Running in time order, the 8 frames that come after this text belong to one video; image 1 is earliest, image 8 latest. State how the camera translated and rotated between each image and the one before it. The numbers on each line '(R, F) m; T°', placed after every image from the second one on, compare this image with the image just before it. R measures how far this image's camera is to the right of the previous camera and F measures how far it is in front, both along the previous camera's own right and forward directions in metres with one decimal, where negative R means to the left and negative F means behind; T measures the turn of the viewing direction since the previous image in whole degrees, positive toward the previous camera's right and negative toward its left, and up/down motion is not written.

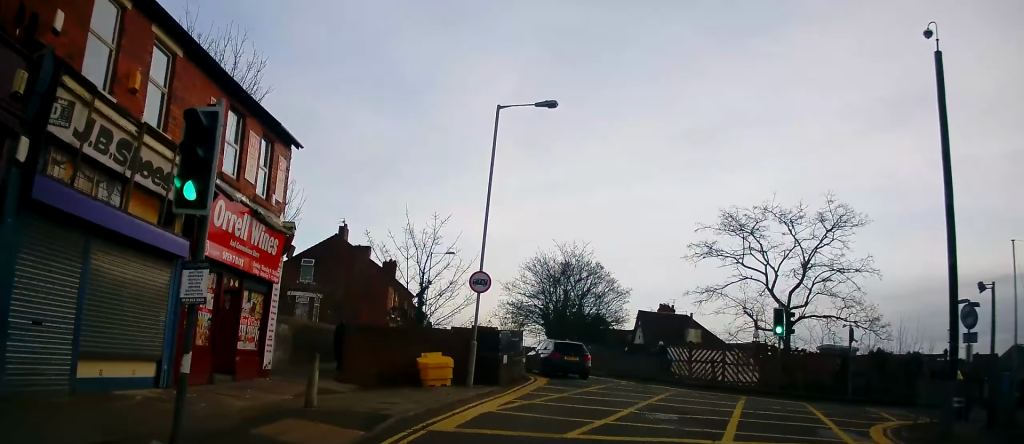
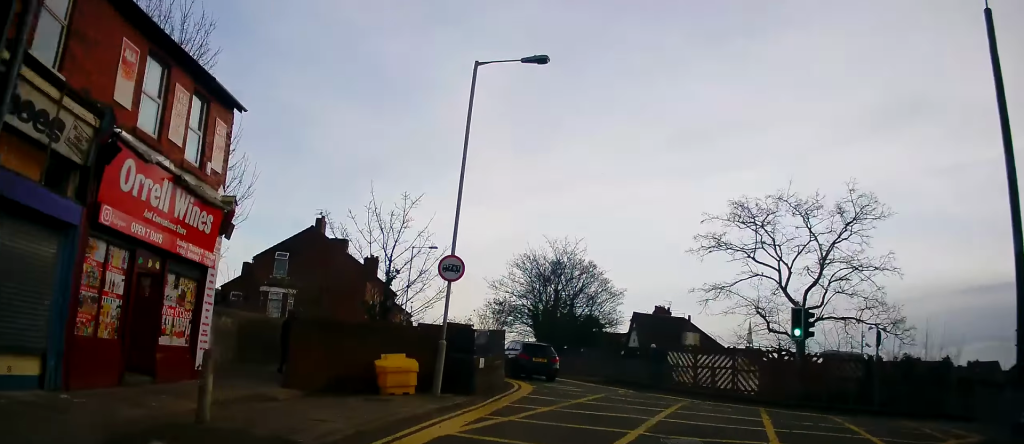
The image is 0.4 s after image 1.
(+0.2, +2.9) m; +2°
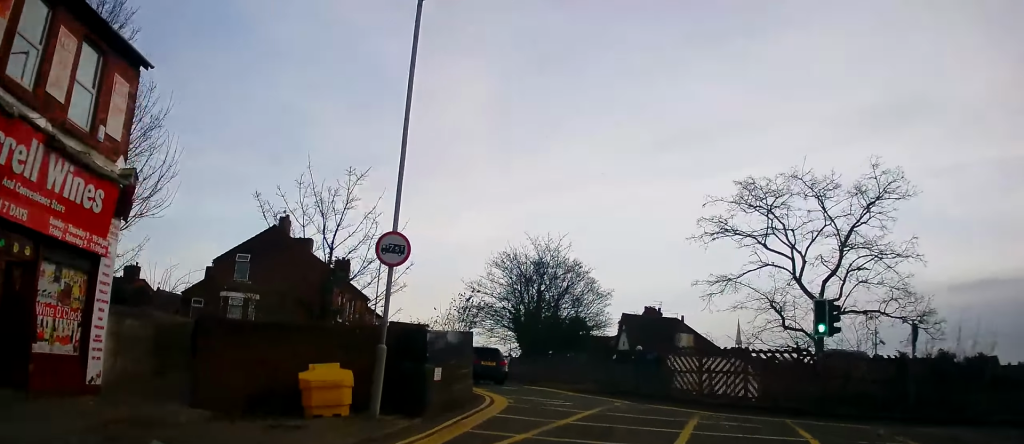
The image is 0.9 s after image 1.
(+0.2, +3.3) m; +2°
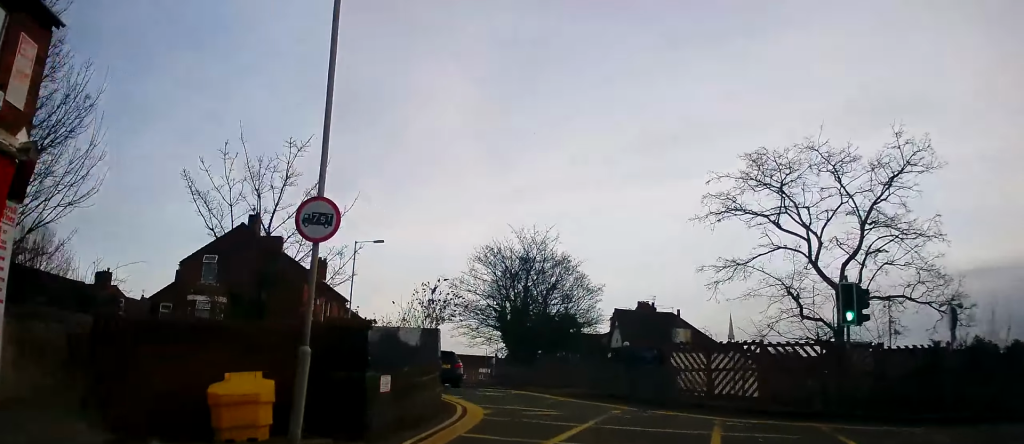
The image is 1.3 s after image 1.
(0.0, +2.6) m; 0°
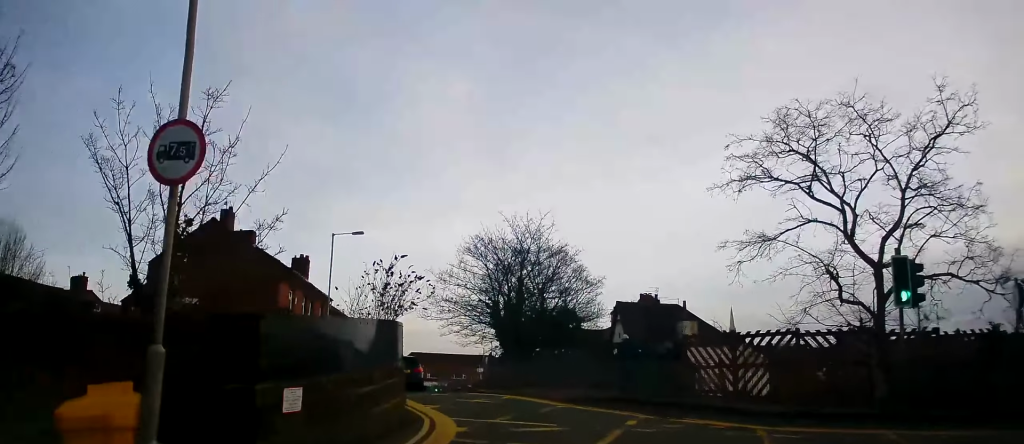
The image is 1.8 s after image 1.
(0.0, +3.0) m; 0°
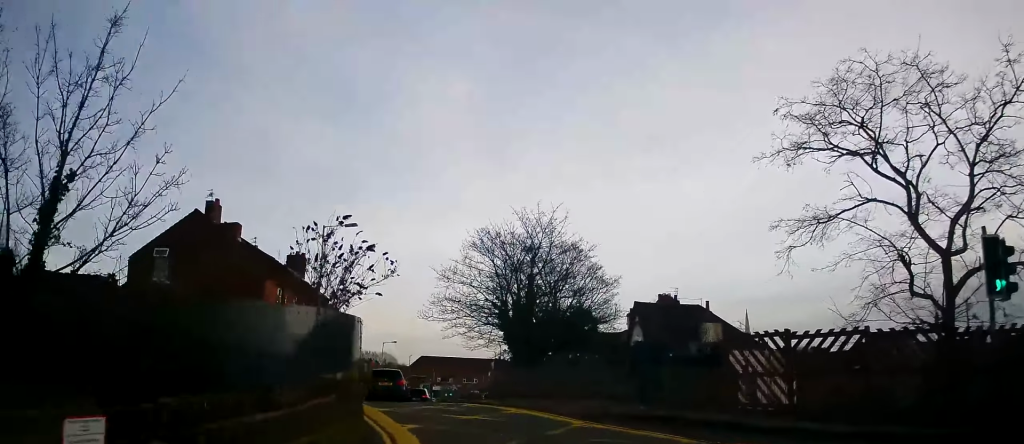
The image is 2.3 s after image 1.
(0.0, +3.0) m; -2°
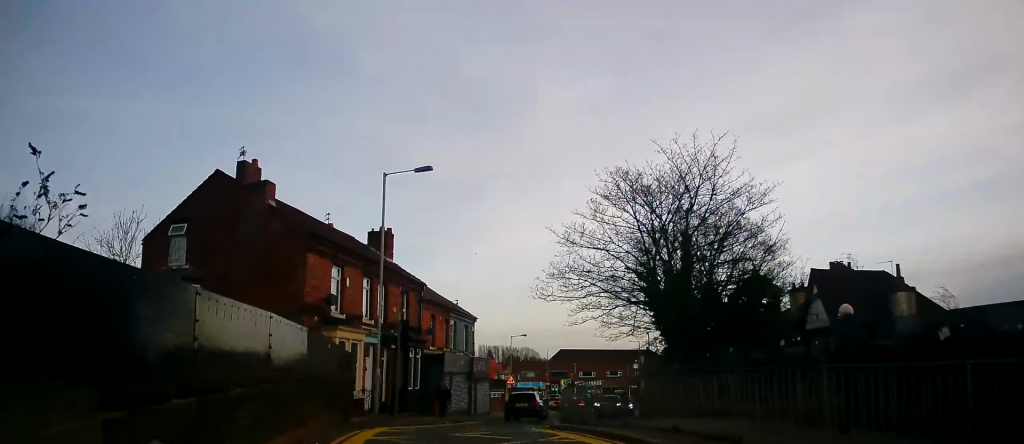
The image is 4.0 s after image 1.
(-0.6, +9.3) m; -12°
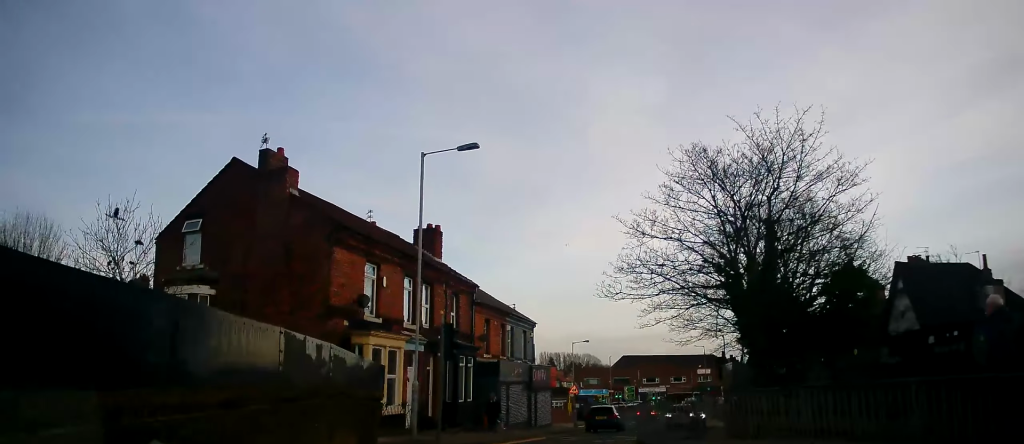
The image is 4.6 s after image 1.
(-0.3, +3.0) m; -1°
